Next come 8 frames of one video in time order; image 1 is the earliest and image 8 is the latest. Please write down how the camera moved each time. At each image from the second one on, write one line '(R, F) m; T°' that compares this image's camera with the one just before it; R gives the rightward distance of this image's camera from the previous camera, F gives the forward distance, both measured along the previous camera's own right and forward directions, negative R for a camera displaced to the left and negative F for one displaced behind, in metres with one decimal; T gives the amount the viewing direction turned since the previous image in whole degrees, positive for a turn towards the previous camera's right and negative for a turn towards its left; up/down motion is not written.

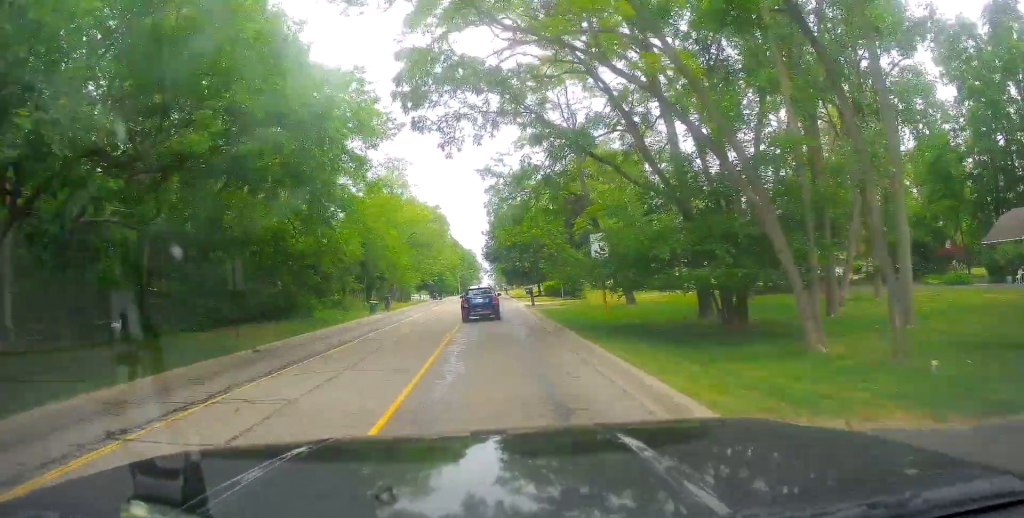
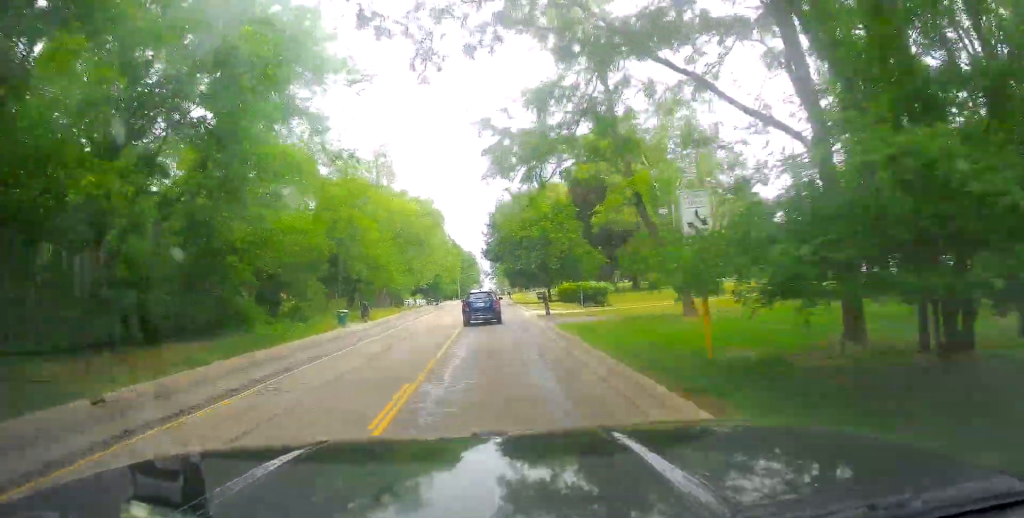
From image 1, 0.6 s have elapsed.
(0.0, +10.0) m; 0°
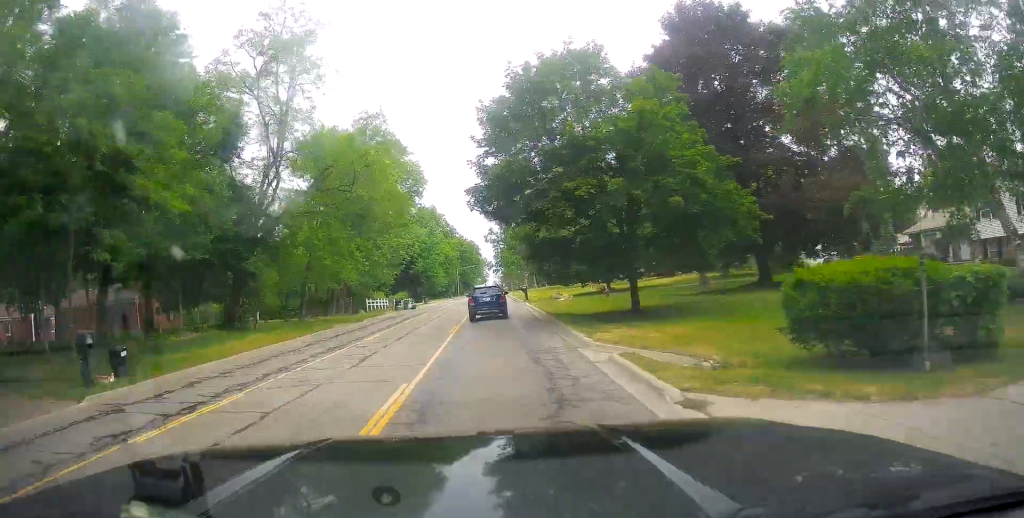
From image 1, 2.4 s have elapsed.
(-0.2, +31.8) m; -1°
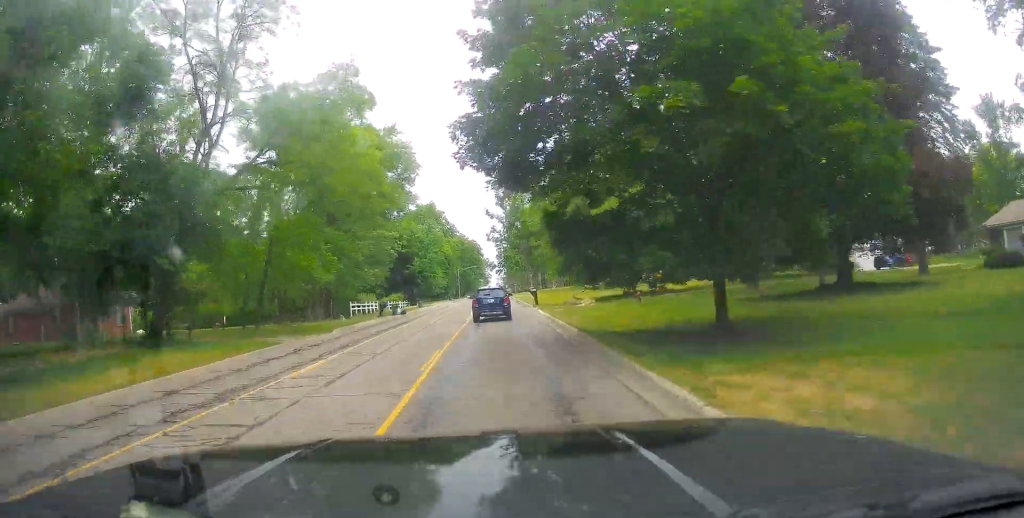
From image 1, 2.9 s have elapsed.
(+0.1, +8.7) m; +1°
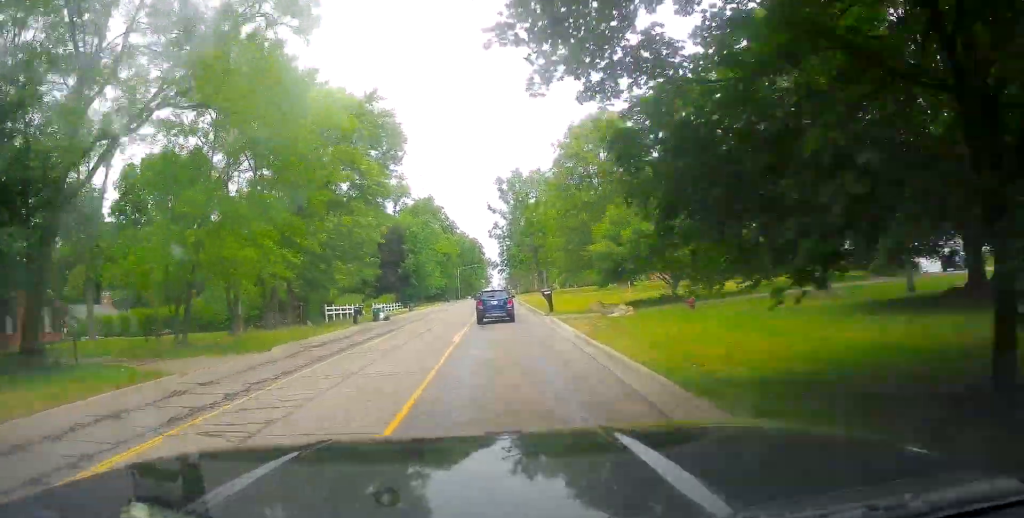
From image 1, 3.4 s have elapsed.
(0.0, +9.2) m; +1°
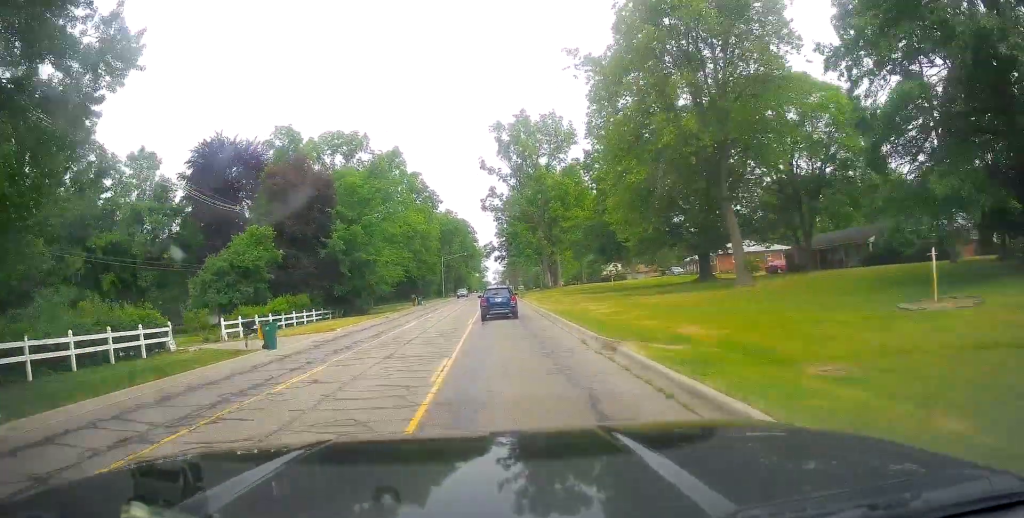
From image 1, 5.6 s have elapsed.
(-0.5, +38.3) m; -1°
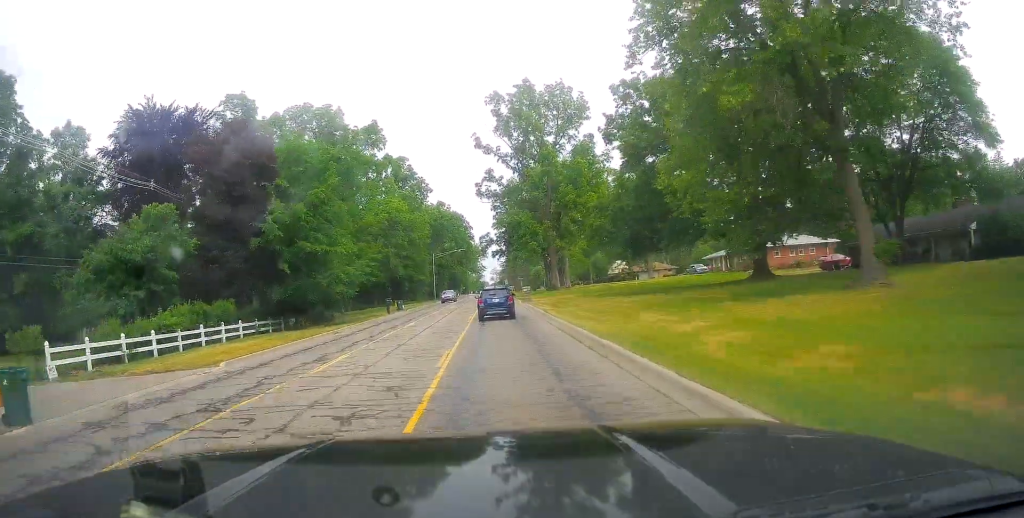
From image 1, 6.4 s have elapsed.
(+0.4, +13.6) m; +1°
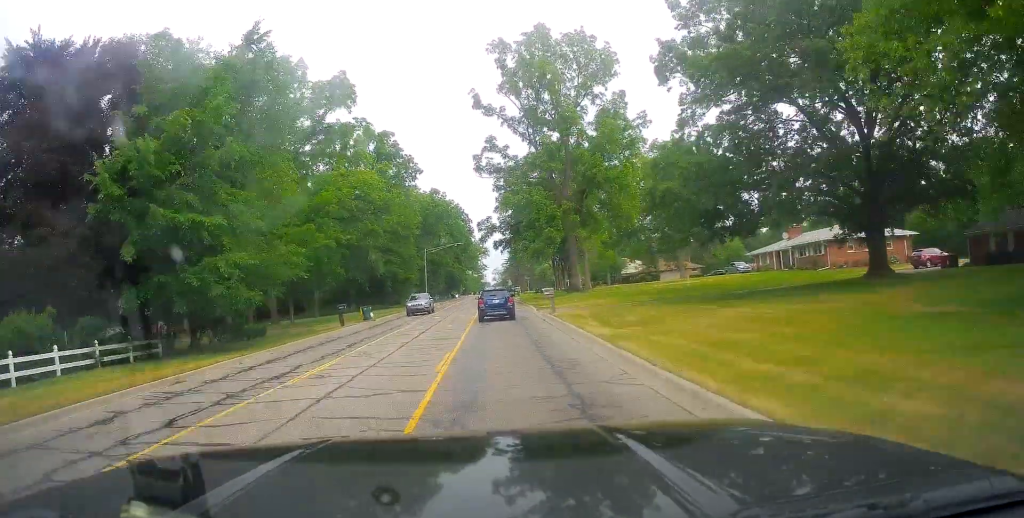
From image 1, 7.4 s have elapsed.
(-0.3, +16.0) m; 0°
